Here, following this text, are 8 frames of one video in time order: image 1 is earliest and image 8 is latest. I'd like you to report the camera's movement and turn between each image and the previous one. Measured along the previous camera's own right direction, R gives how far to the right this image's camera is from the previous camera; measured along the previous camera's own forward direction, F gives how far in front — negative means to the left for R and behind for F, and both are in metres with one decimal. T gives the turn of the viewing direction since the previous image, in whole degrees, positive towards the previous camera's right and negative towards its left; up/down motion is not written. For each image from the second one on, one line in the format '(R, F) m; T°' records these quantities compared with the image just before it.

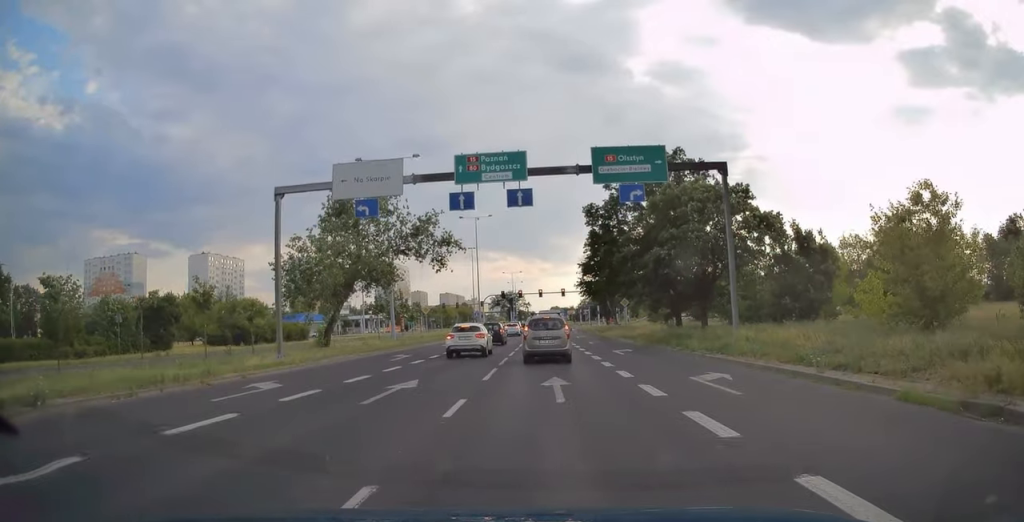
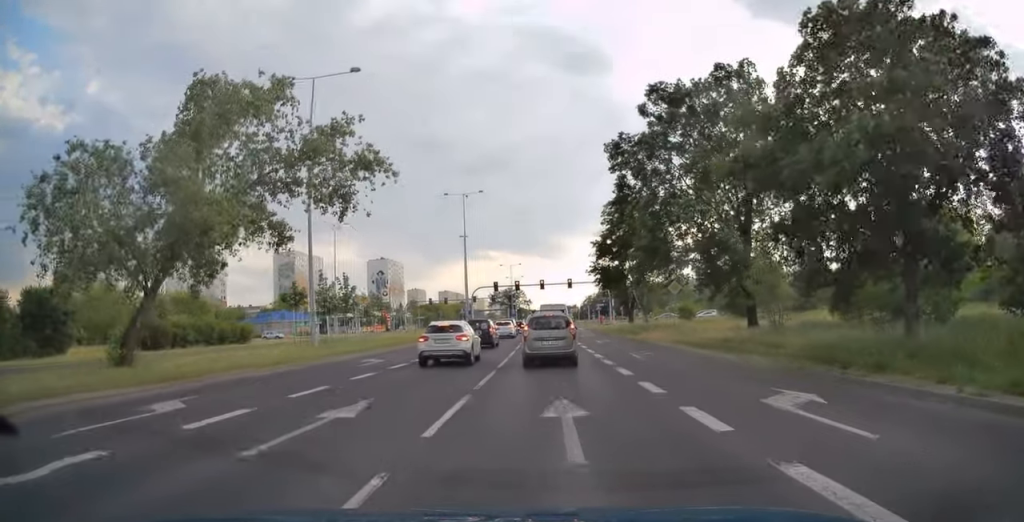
(-0.2, +20.0) m; +1°
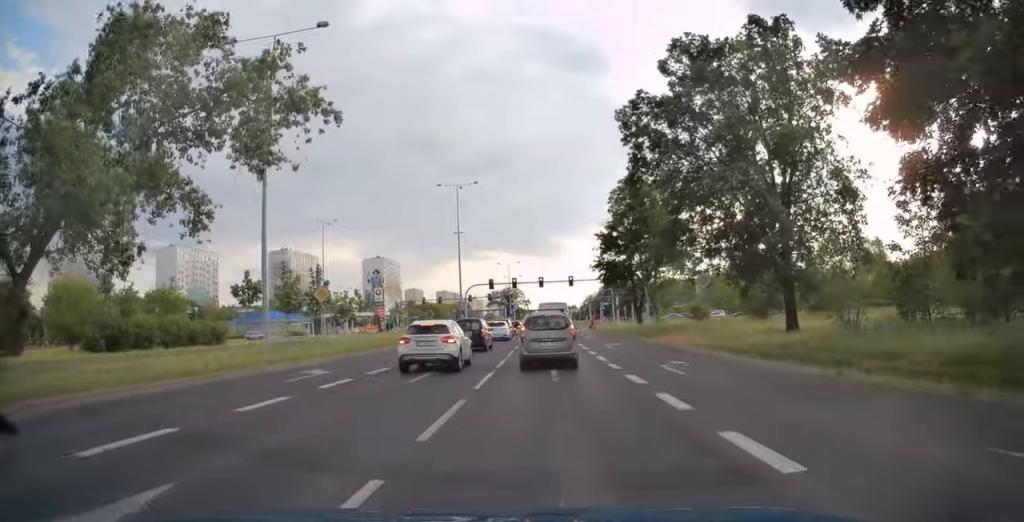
(+0.1, +6.5) m; +2°
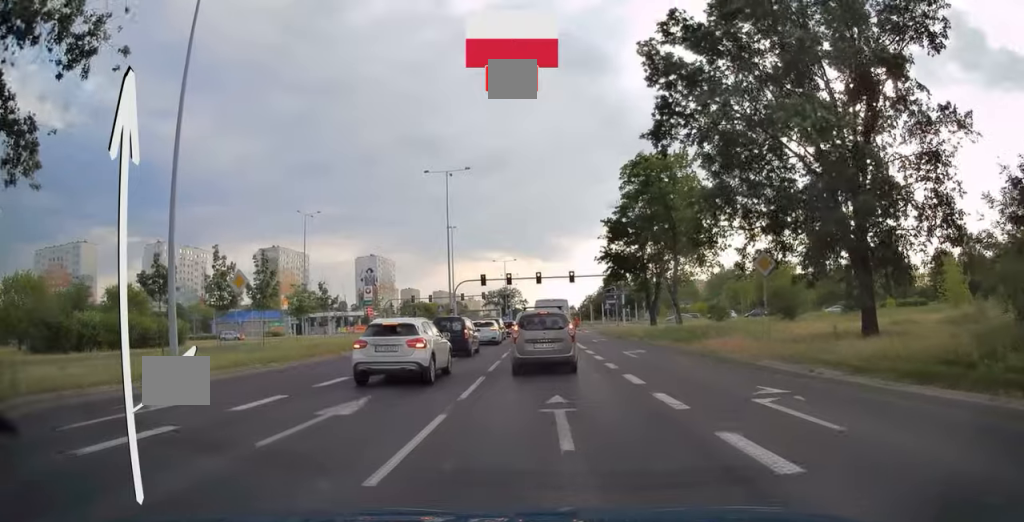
(+0.1, +8.2) m; -1°
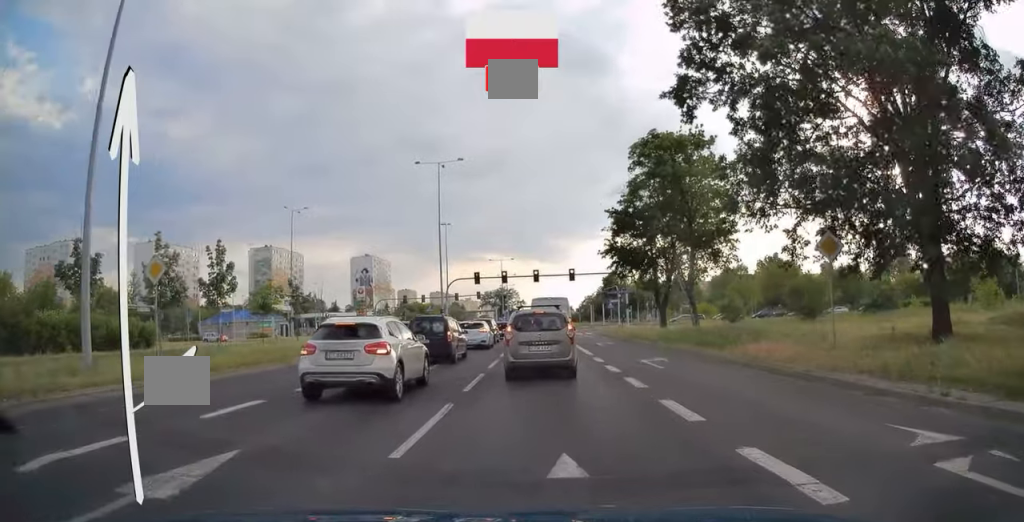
(-0.1, +5.0) m; -2°
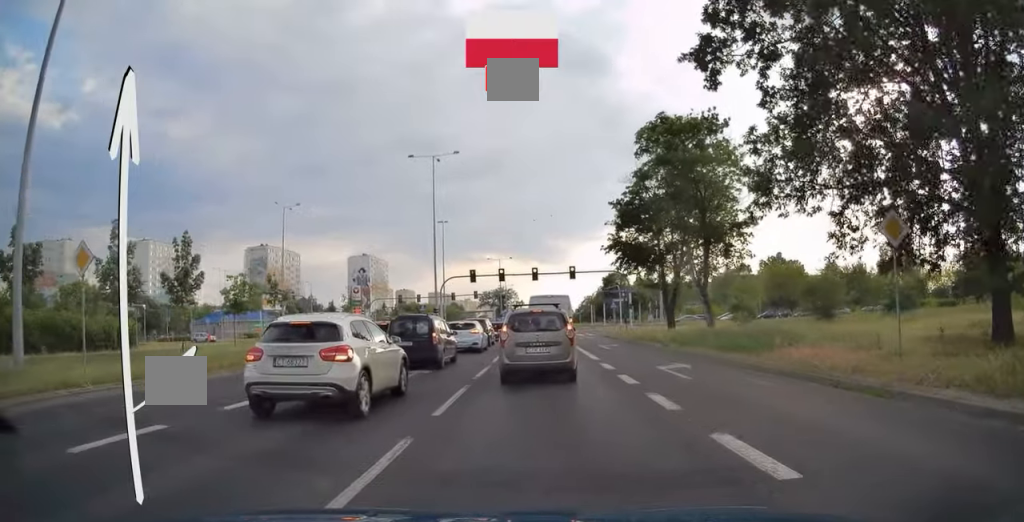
(0.0, +3.2) m; -2°
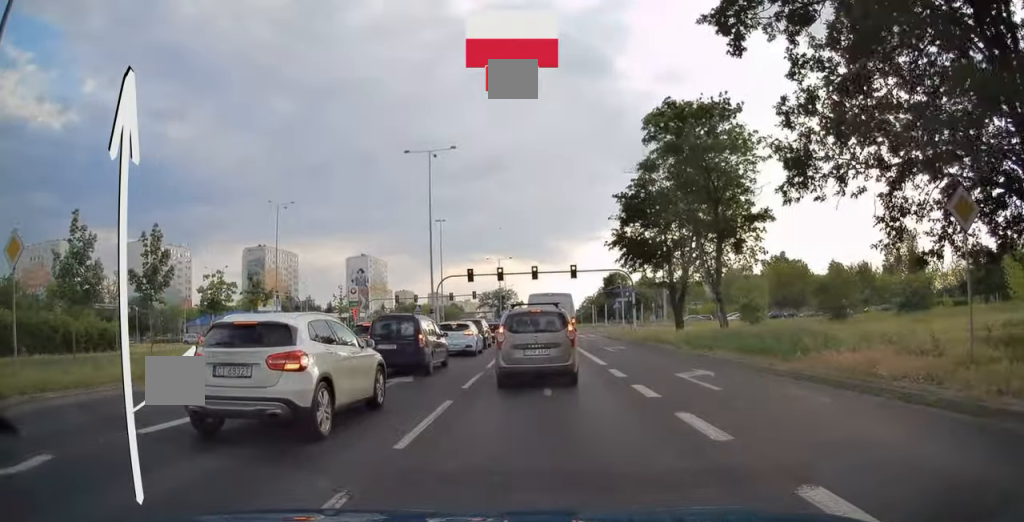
(-0.1, +2.4) m; +1°
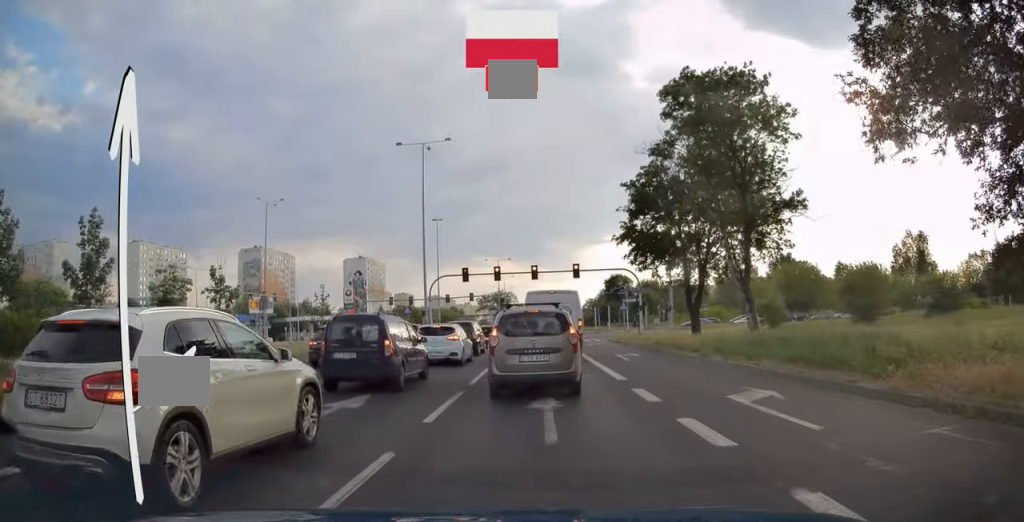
(0.0, +4.2) m; +3°
